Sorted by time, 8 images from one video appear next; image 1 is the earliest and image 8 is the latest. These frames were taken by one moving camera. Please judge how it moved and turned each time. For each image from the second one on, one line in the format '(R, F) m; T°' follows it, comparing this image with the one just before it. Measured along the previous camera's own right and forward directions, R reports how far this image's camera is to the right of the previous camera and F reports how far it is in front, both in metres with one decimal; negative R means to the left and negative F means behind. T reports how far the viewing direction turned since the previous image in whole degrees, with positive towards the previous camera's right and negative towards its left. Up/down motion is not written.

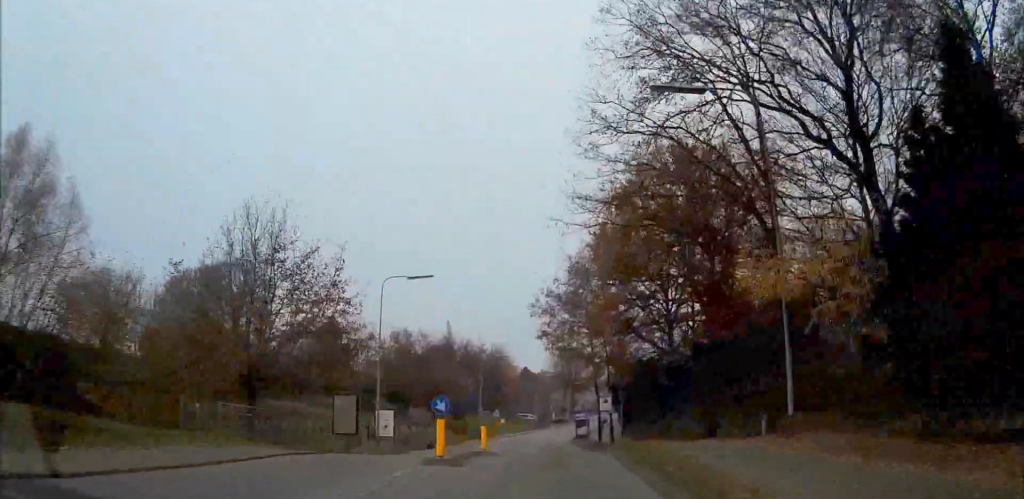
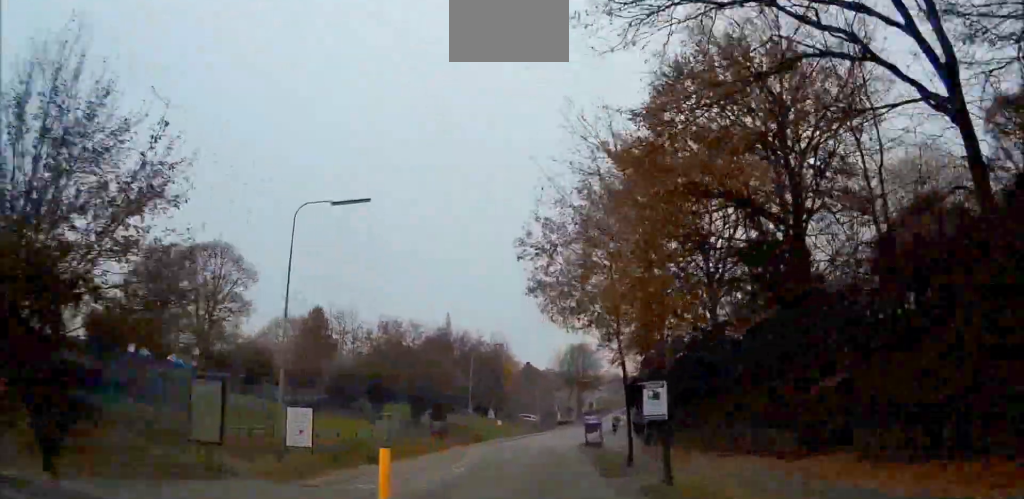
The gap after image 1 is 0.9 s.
(-0.3, +14.4) m; +1°
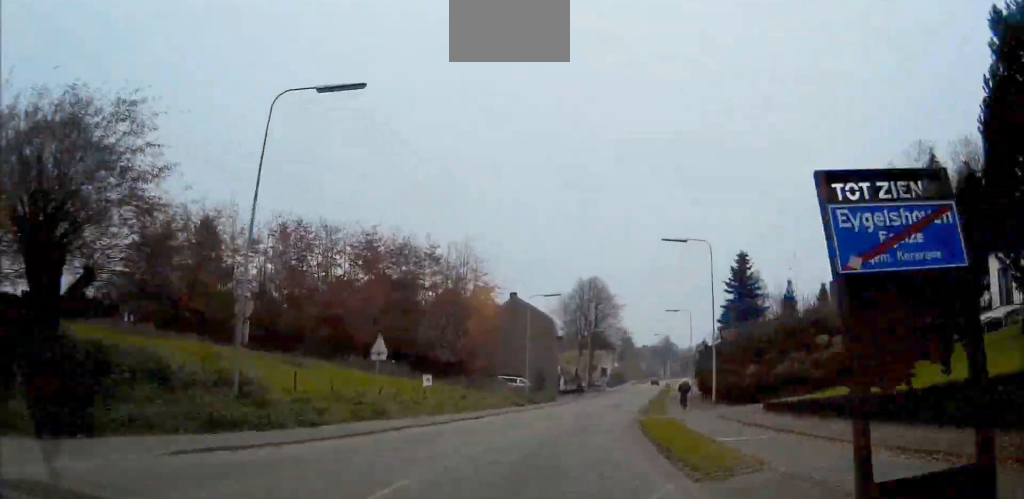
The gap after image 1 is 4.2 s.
(+2.5, +50.2) m; +3°
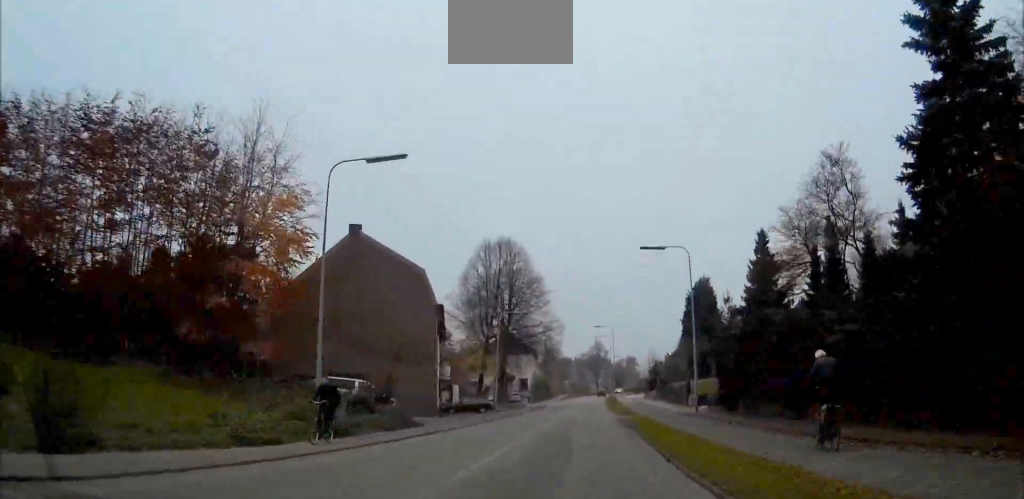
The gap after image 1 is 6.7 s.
(+0.1, +38.8) m; +3°
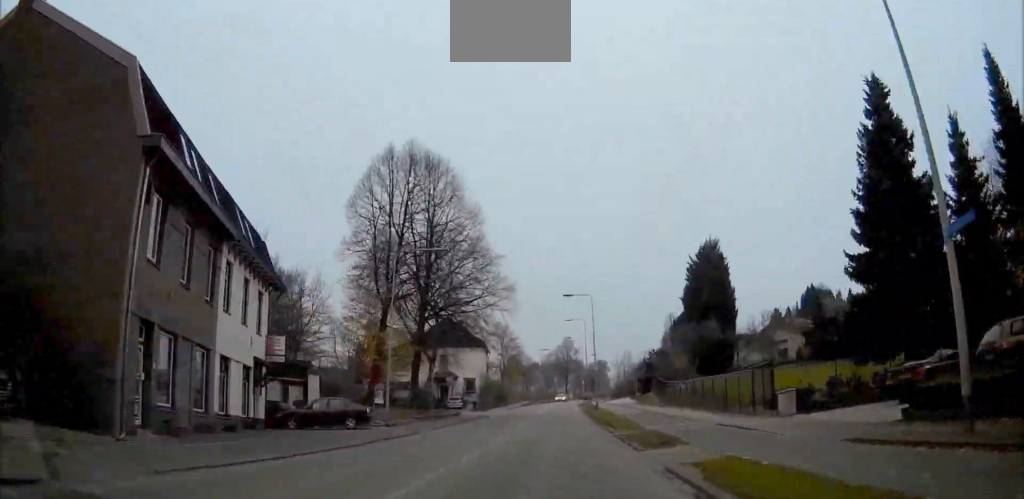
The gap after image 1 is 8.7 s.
(+1.3, +30.2) m; +3°
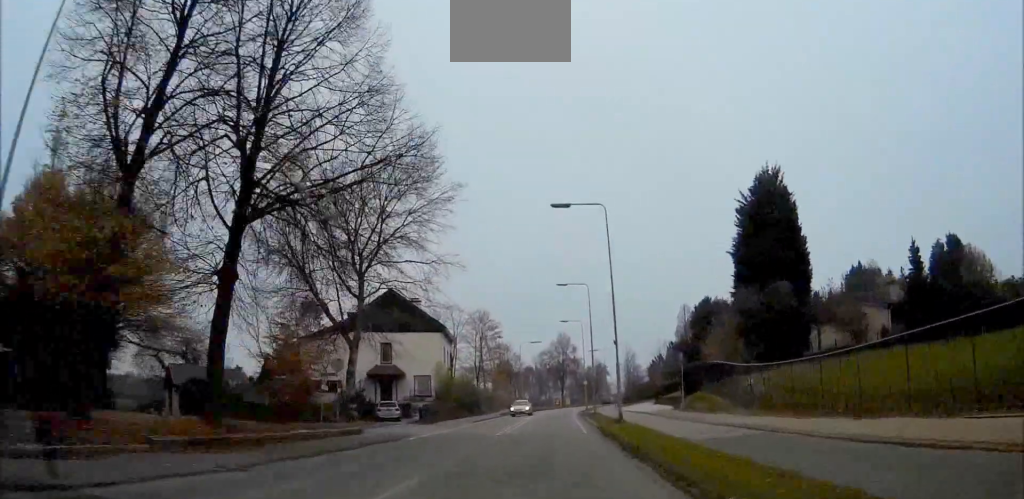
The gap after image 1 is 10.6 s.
(+0.3, +27.9) m; +1°
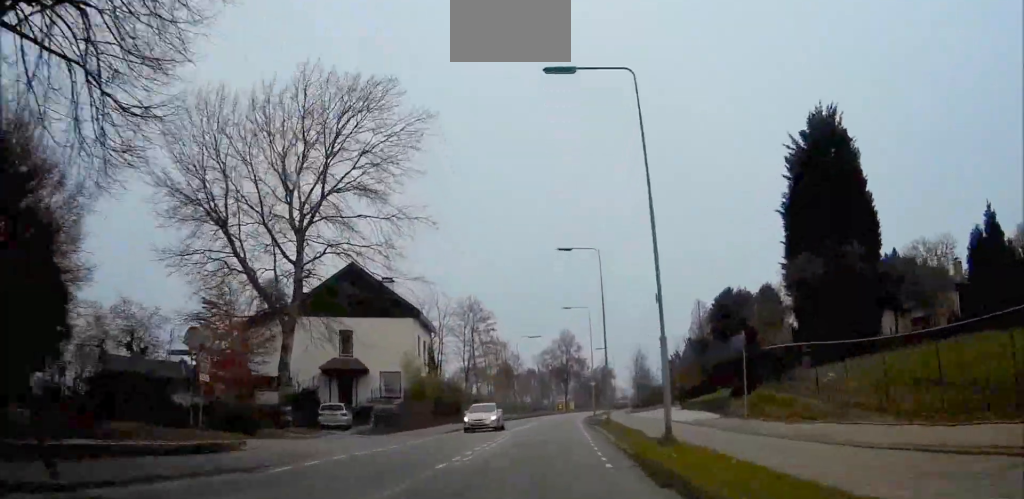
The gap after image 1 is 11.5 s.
(0.0, +12.9) m; 0°
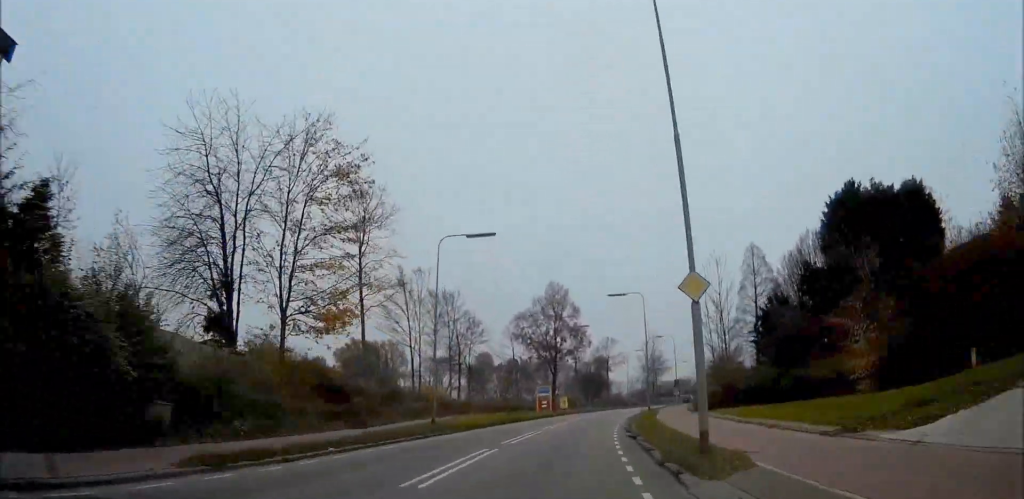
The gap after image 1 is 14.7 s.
(0.0, +48.5) m; 0°
